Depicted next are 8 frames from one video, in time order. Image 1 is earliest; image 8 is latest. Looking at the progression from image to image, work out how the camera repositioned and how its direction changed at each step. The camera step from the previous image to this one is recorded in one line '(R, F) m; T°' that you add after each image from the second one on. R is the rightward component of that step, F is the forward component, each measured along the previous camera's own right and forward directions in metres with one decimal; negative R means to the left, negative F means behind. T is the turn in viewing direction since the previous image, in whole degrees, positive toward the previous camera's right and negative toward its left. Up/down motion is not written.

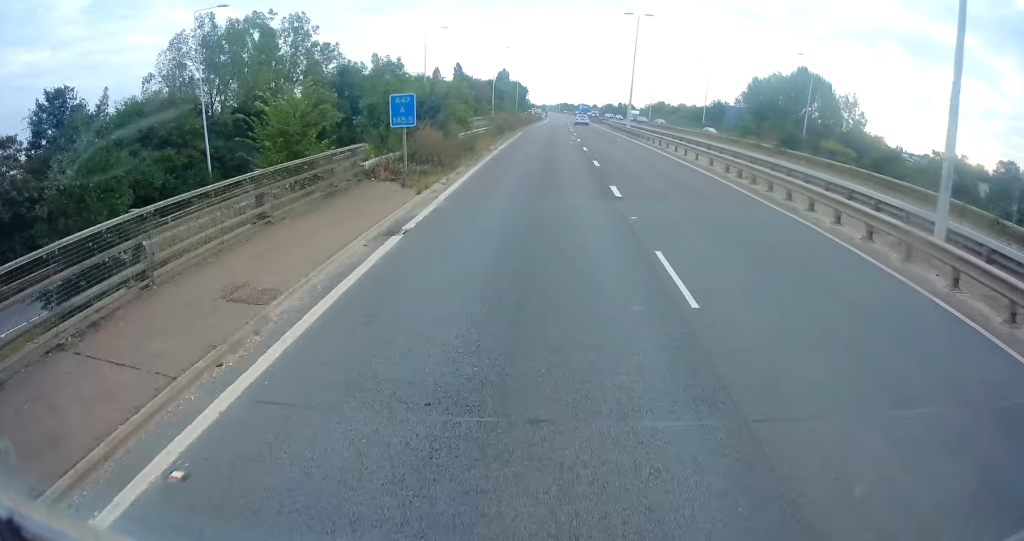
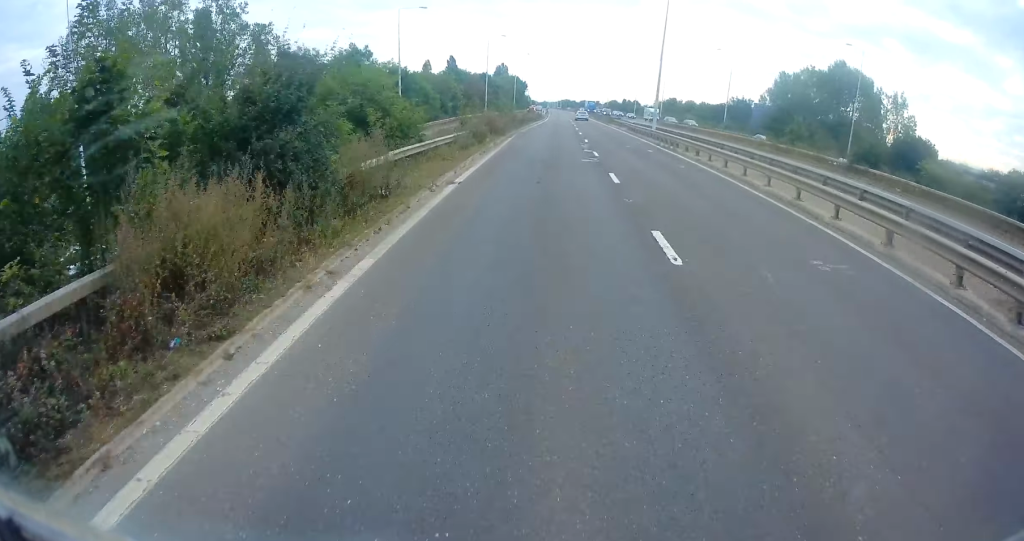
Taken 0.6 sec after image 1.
(0.0, +14.6) m; +1°
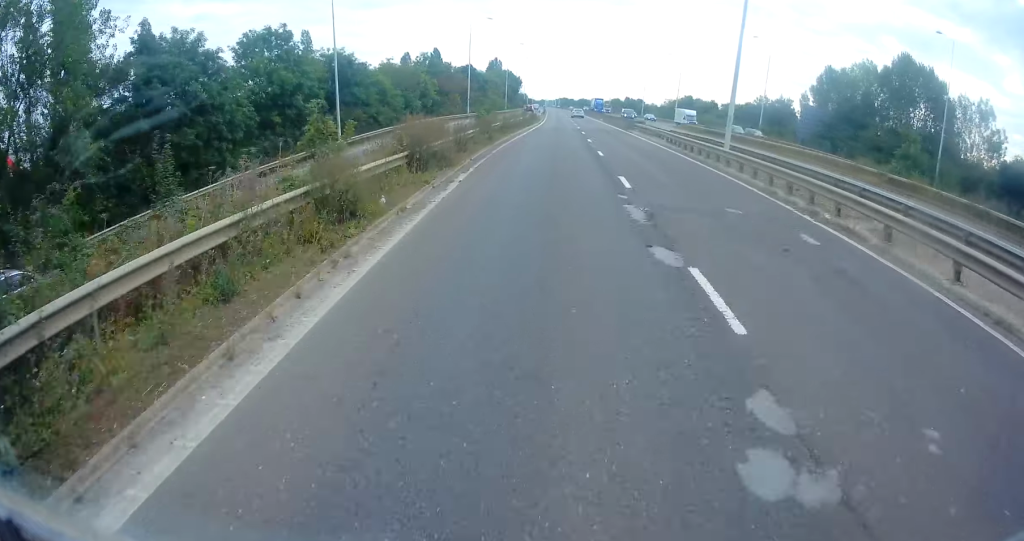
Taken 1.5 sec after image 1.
(+0.2, +19.9) m; +1°
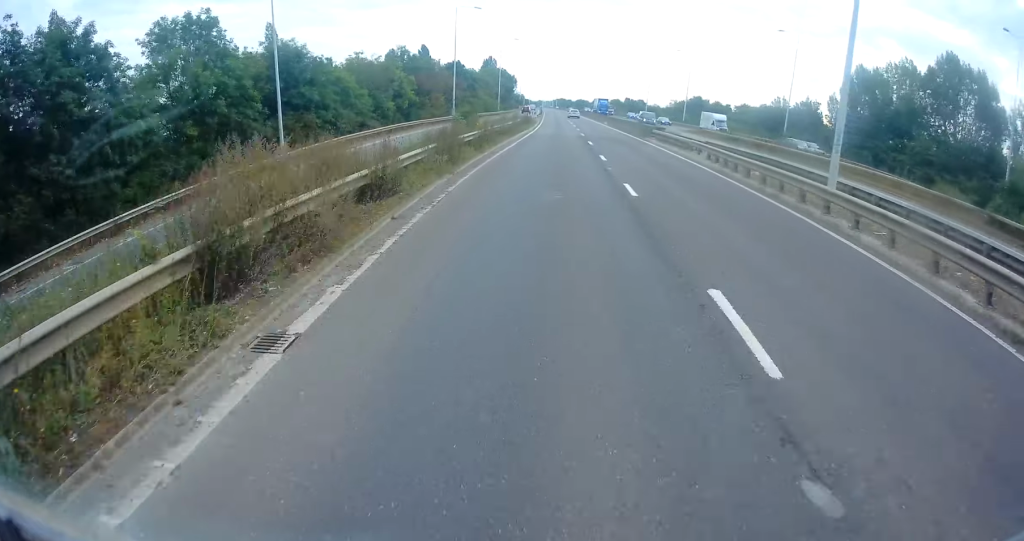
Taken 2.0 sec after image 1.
(+0.3, +10.7) m; 0°
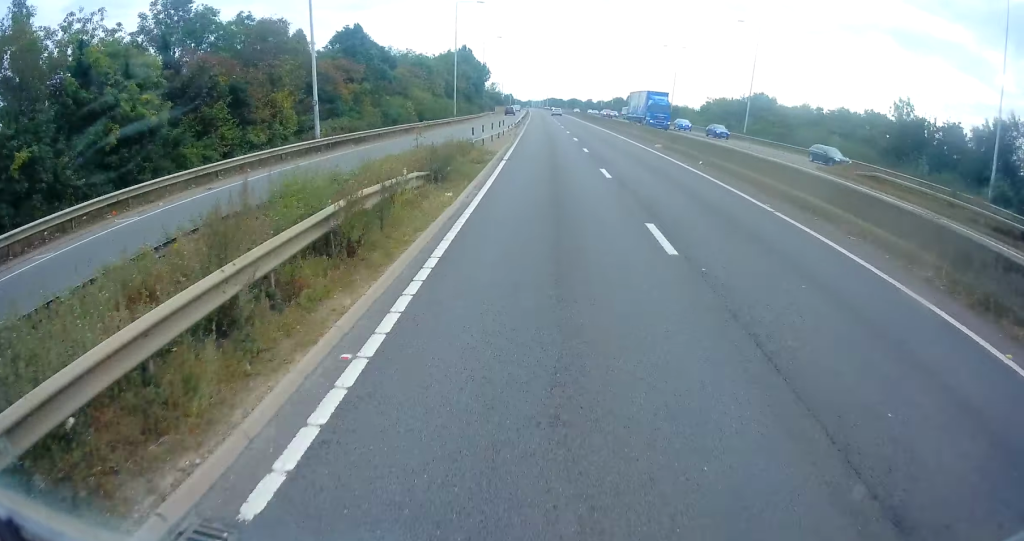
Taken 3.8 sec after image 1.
(-0.1, +42.1) m; 0°
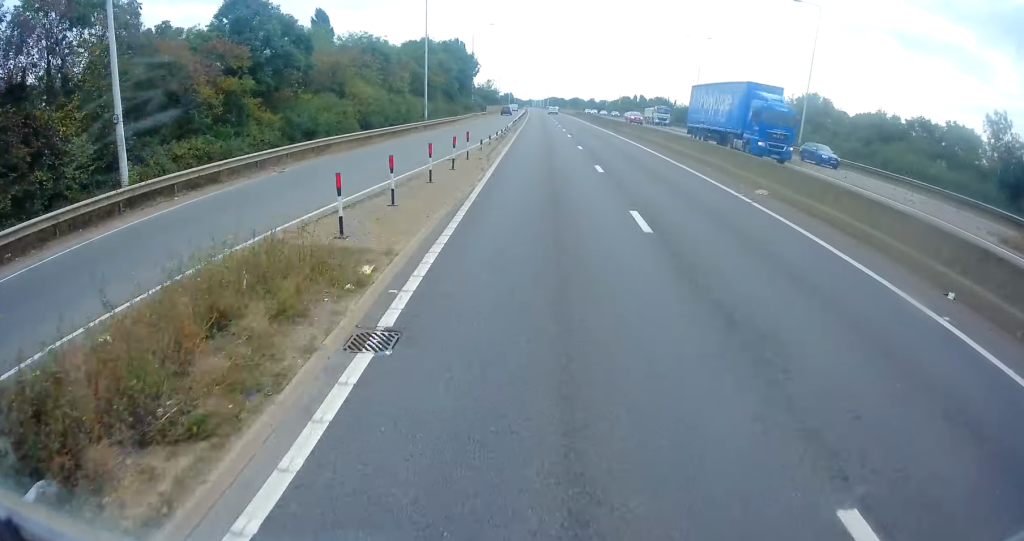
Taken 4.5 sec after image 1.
(-0.1, +17.0) m; -1°
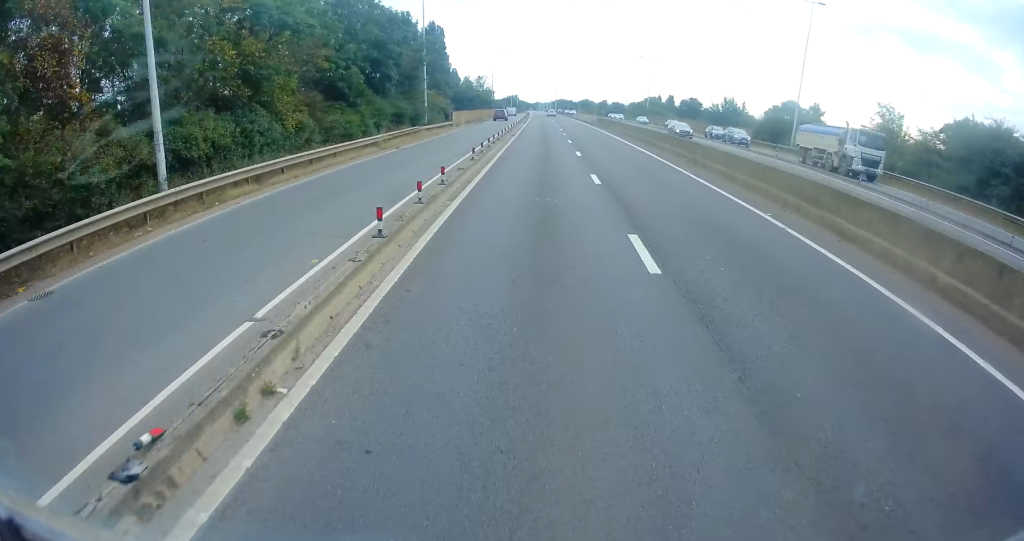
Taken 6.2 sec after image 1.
(-0.6, +38.7) m; -1°
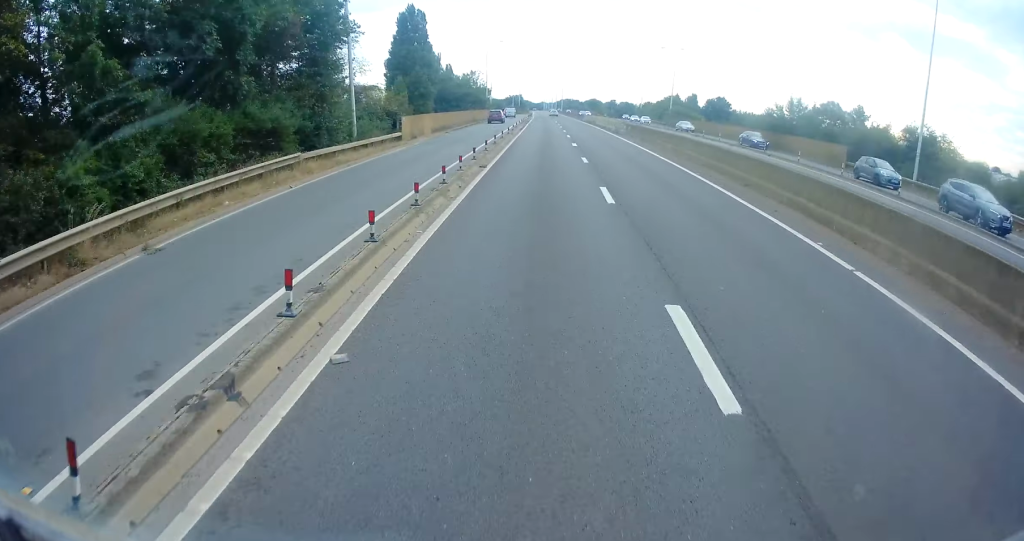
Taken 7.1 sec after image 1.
(+0.1, +21.0) m; -1°
